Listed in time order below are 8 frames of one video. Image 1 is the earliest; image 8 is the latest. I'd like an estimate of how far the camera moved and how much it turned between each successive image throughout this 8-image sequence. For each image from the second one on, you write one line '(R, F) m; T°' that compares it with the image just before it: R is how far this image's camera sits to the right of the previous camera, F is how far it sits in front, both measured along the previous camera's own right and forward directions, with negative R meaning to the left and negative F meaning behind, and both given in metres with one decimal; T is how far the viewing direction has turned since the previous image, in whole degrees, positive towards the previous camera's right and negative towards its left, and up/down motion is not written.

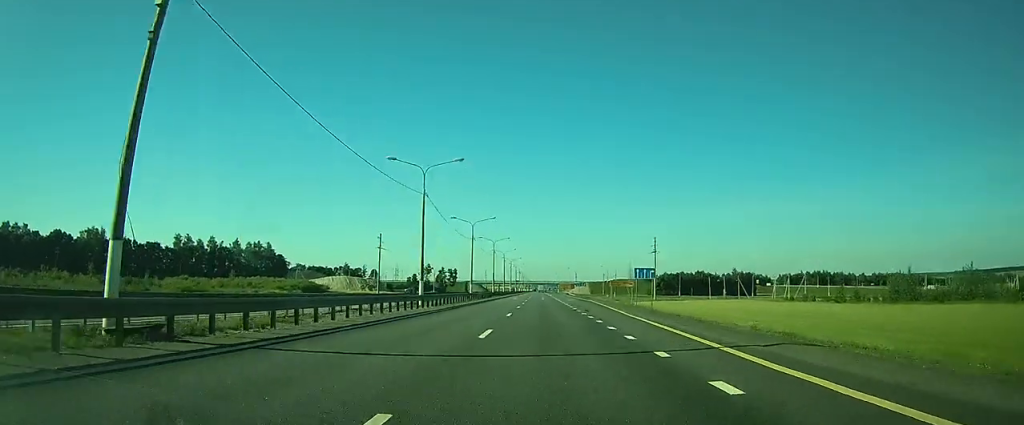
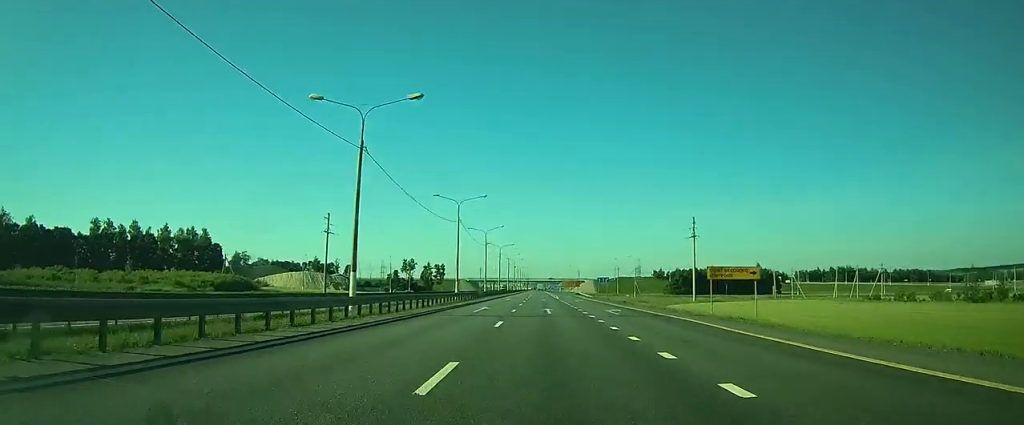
(-0.1, +44.0) m; 0°
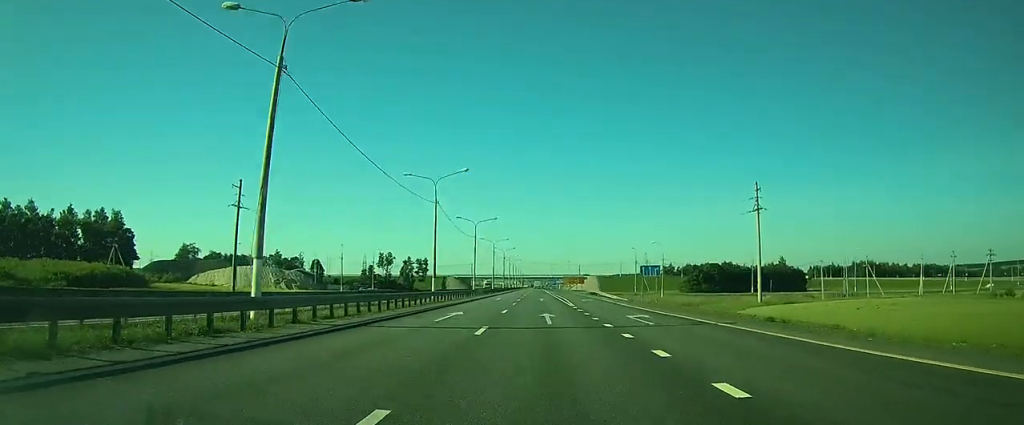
(+0.2, +40.0) m; 0°
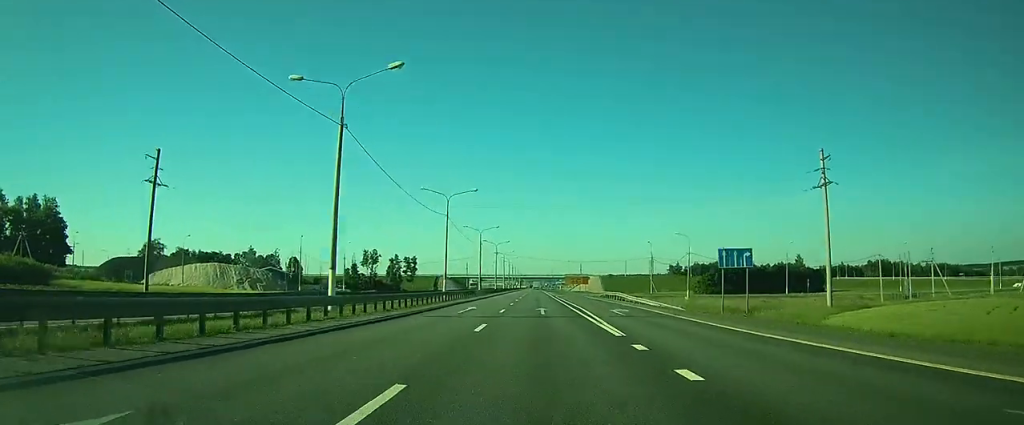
(0.0, +22.7) m; 0°
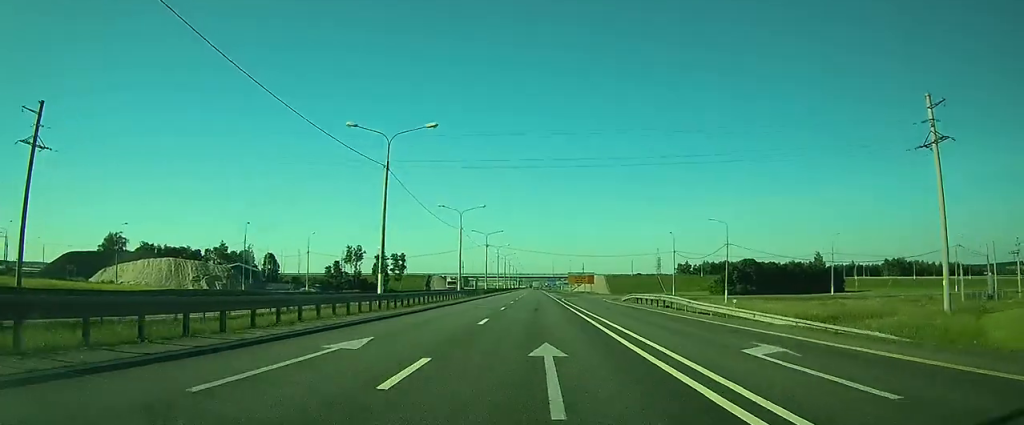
(0.0, +21.6) m; 0°
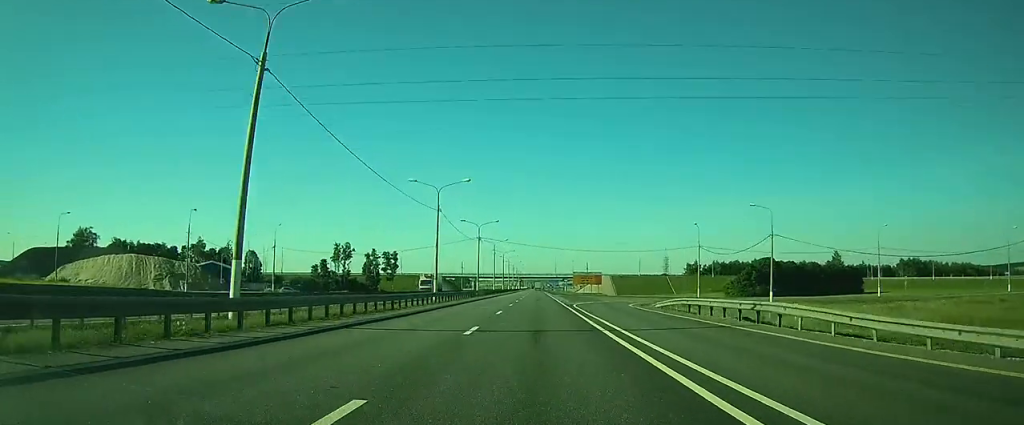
(0.0, +15.9) m; 0°
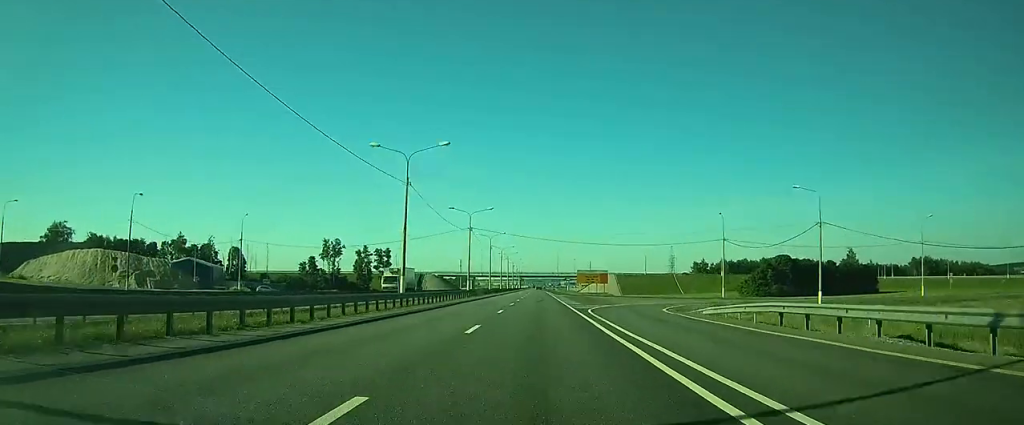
(0.0, +12.1) m; 0°
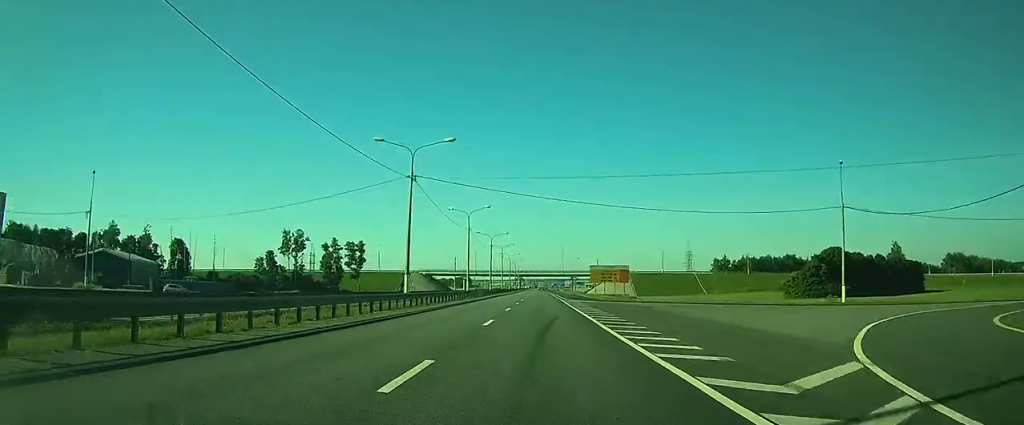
(0.0, +33.2) m; 0°
